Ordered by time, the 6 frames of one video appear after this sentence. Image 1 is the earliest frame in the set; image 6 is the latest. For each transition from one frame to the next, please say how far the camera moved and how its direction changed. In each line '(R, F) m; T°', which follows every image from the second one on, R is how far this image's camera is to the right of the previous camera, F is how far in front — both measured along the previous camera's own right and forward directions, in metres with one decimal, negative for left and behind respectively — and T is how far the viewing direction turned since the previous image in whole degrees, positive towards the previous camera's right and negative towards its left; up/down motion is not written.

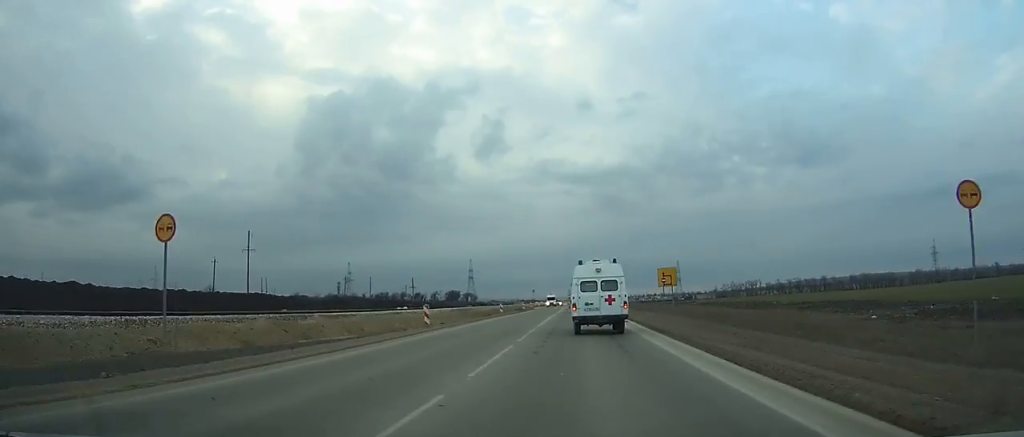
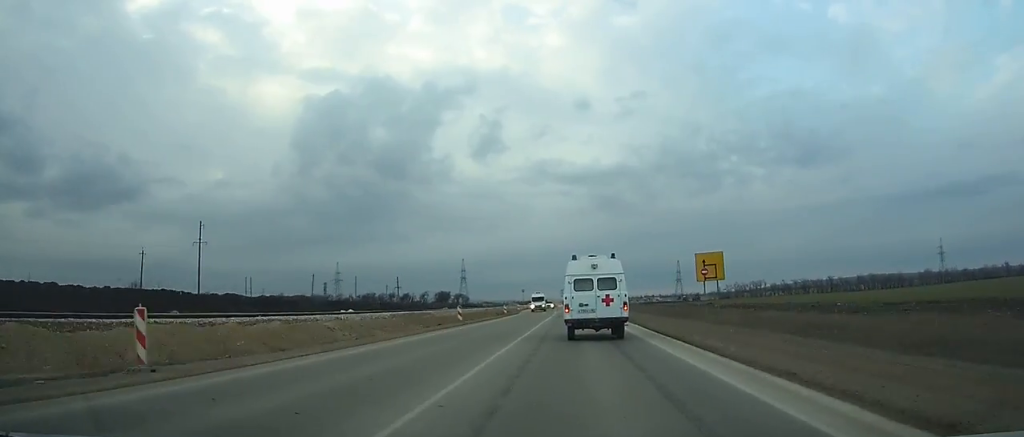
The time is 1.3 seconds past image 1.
(0.0, +19.1) m; 0°
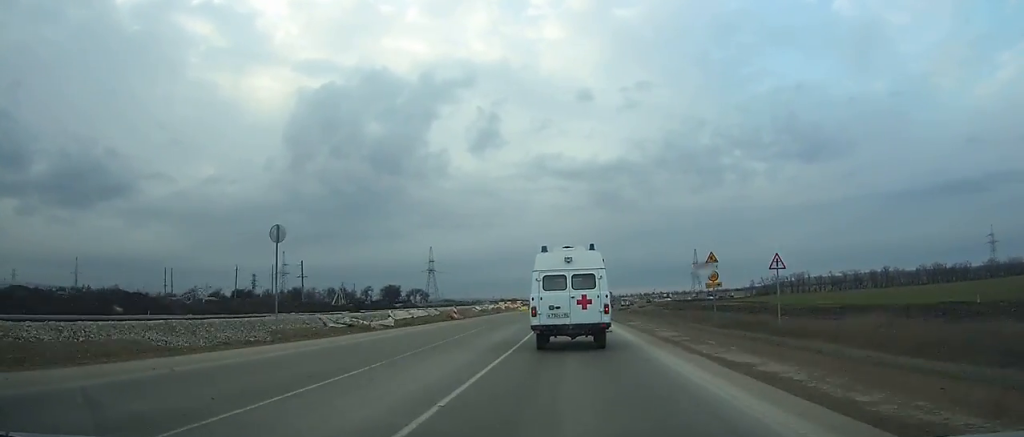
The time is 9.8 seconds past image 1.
(-0.2, +100.5) m; 0°
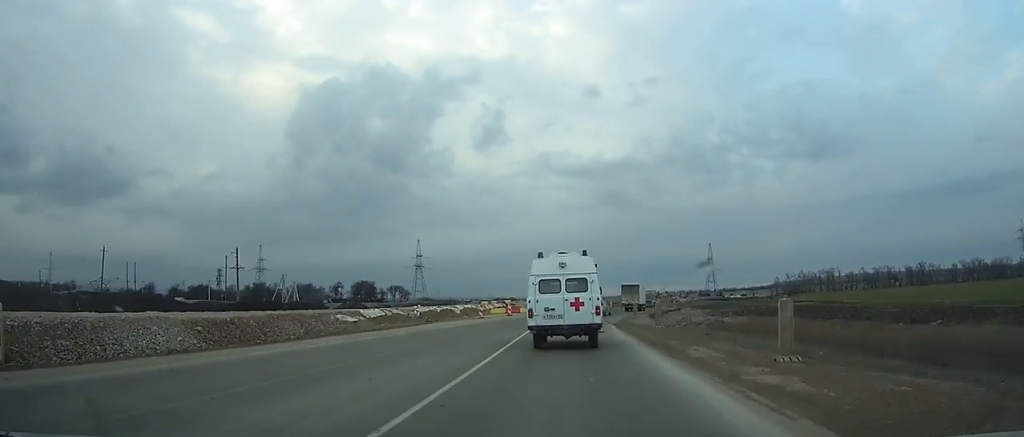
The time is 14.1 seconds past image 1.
(+0.7, +41.7) m; +2°
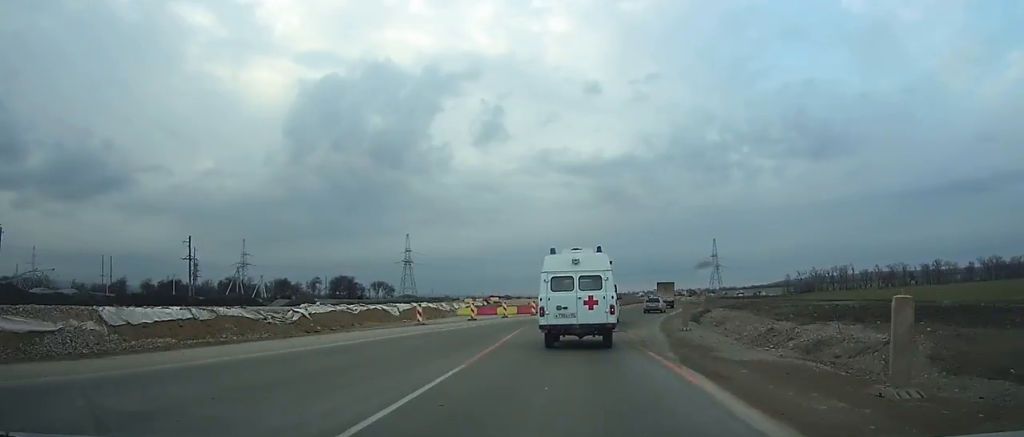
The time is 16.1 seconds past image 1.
(+0.1, +19.2) m; +2°
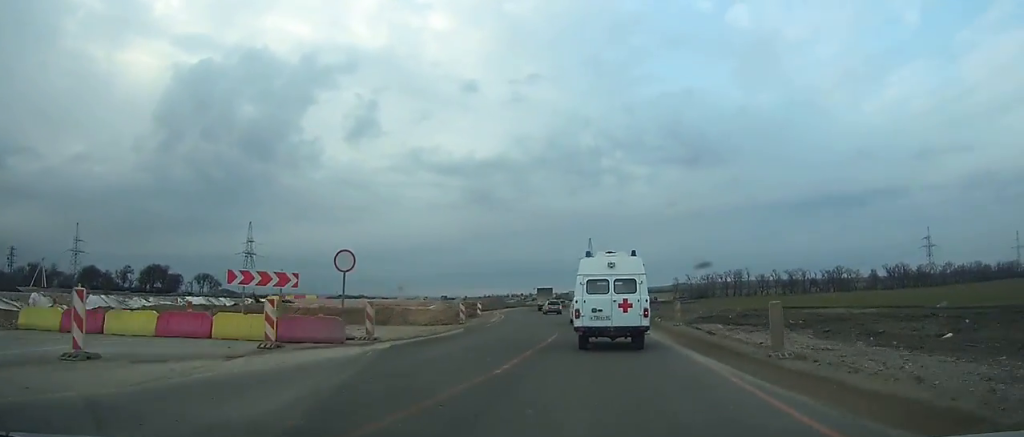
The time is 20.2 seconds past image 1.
(+2.8, +39.5) m; +7°
